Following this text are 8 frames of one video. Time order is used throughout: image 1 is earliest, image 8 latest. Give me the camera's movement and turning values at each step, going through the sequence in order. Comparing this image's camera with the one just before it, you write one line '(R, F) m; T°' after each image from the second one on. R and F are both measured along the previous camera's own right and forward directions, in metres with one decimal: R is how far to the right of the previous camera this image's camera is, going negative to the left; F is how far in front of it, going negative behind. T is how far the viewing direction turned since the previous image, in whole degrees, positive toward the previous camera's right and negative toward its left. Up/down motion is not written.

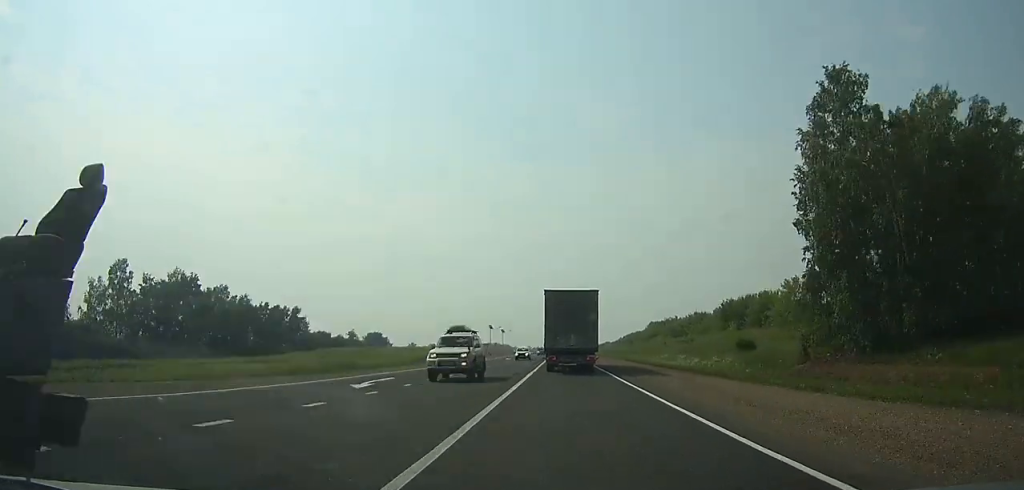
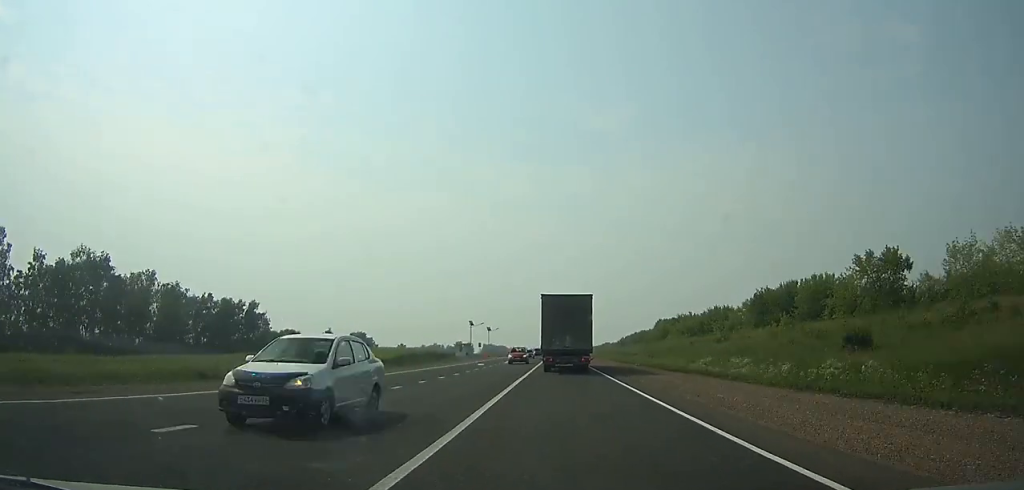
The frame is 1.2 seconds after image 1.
(0.0, +24.9) m; 0°
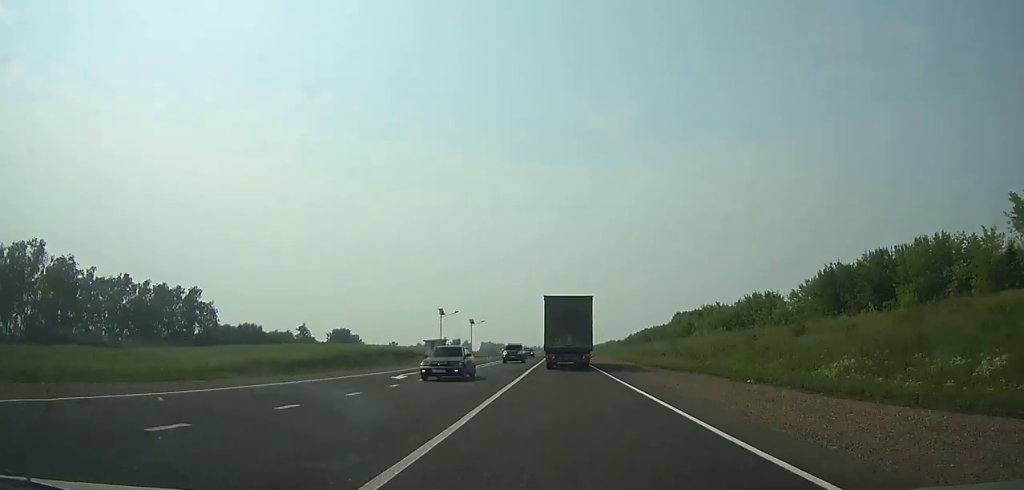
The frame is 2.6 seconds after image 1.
(+0.1, +29.1) m; 0°
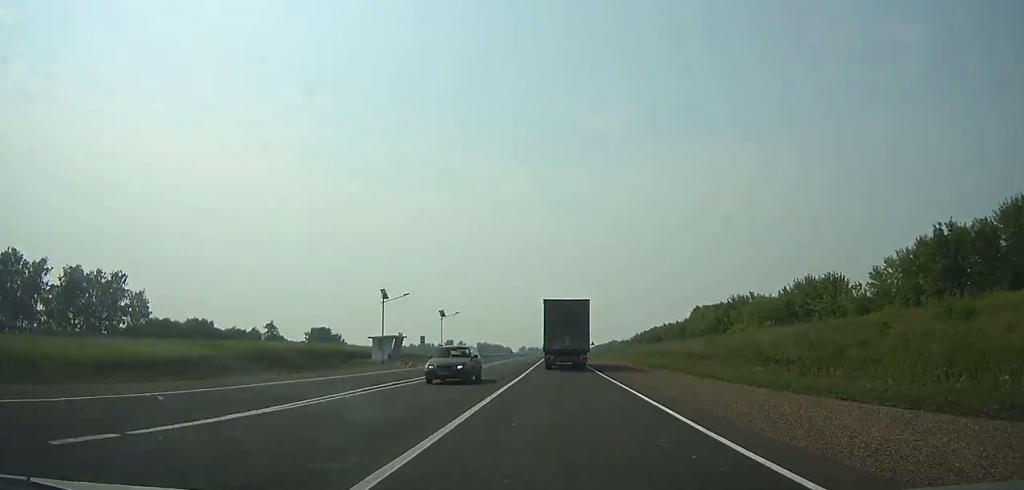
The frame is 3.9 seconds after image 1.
(+0.1, +27.0) m; 0°
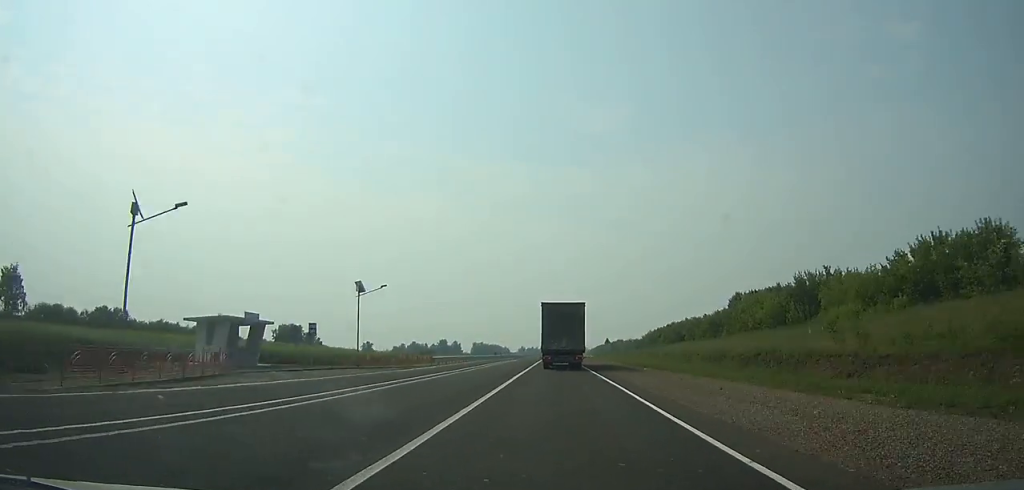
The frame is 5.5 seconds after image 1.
(-0.1, +33.1) m; 0°
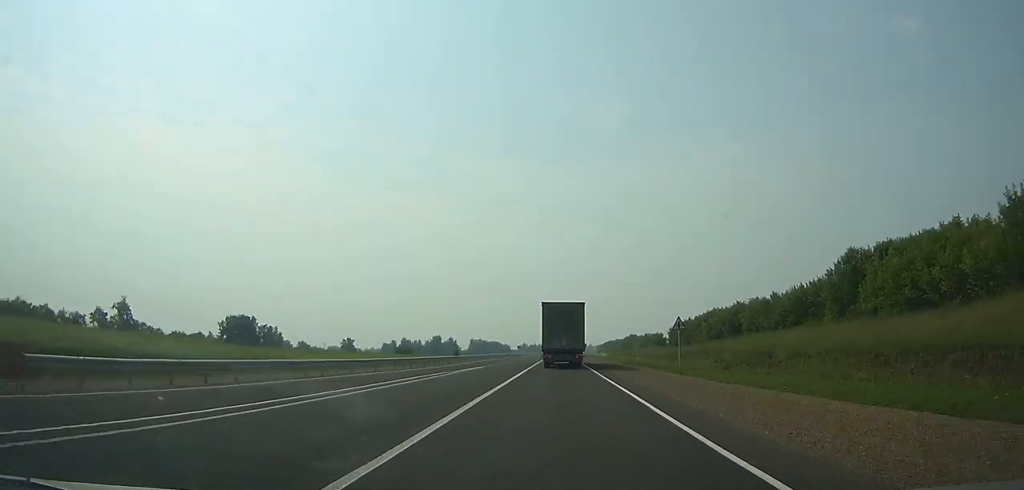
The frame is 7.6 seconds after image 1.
(0.0, +43.4) m; 0°
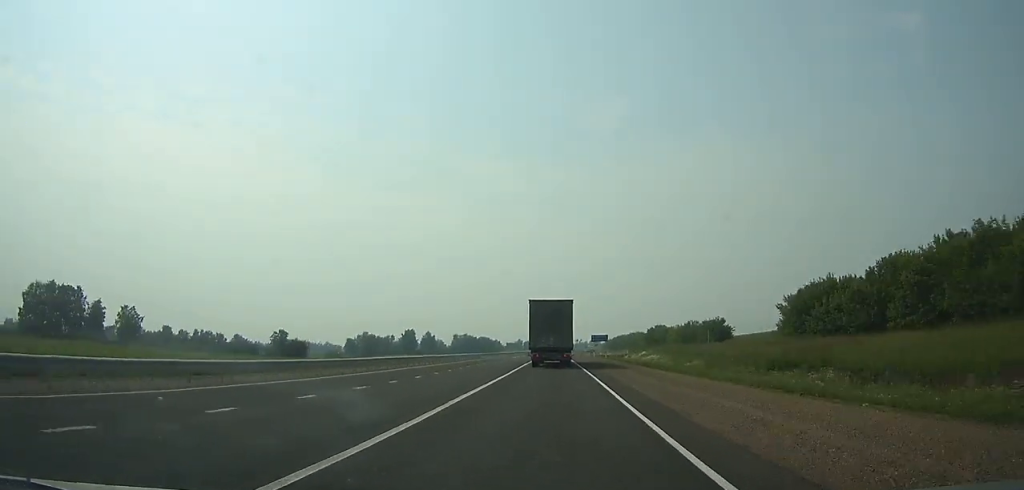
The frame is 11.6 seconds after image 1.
(-0.1, +83.2) m; 0°
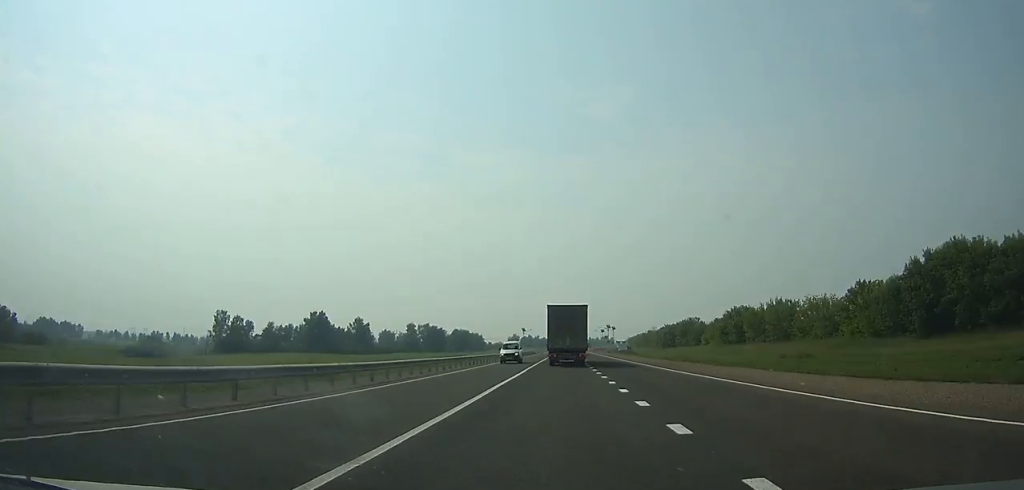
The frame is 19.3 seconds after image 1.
(-0.7, +172.7) m; 0°
